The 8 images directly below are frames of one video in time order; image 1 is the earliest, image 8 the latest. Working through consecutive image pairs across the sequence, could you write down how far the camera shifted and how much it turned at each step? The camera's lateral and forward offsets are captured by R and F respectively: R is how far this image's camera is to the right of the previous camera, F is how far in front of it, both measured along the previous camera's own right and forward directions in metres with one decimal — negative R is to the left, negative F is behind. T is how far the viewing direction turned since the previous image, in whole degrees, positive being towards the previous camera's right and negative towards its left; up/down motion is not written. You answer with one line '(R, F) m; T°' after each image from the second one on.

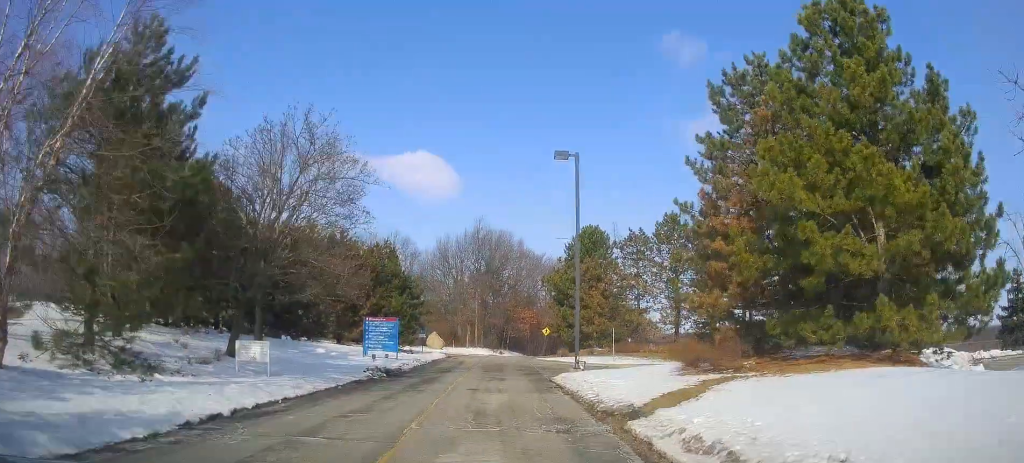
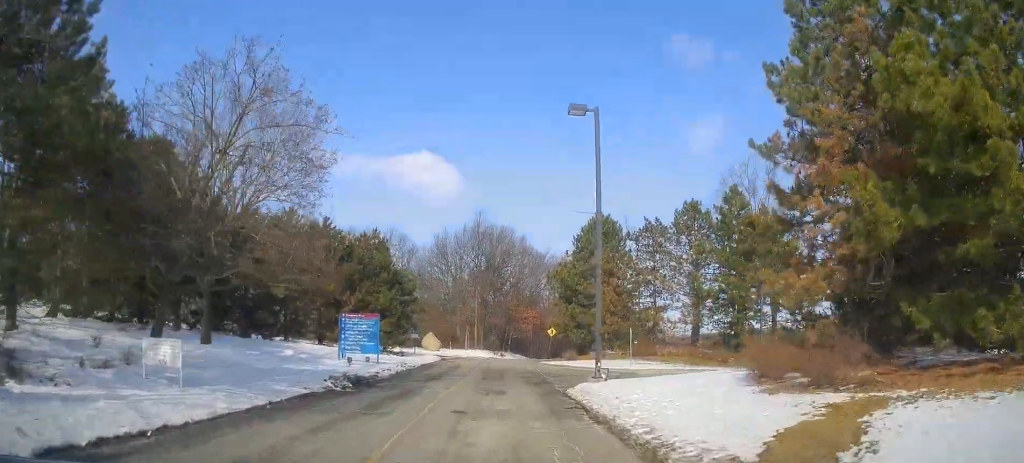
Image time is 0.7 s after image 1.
(+0.2, +5.4) m; +1°
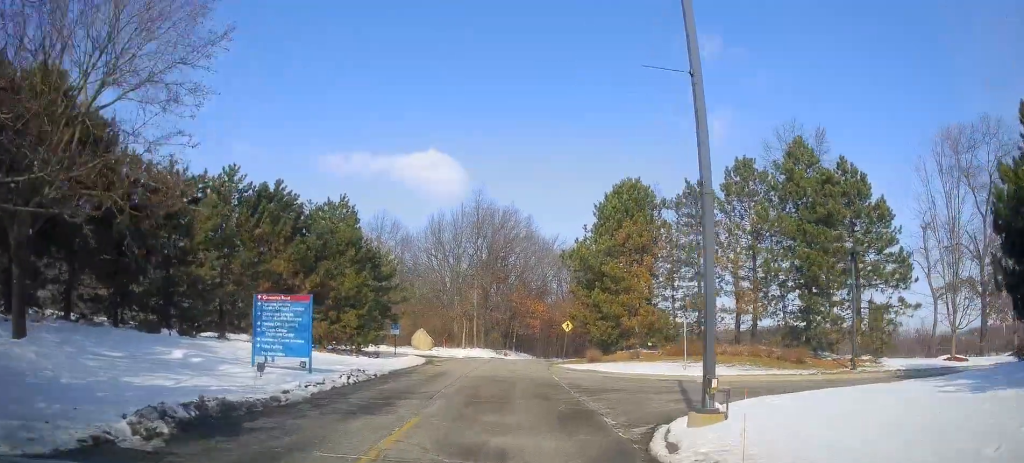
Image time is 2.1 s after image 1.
(-0.3, +11.8) m; -6°
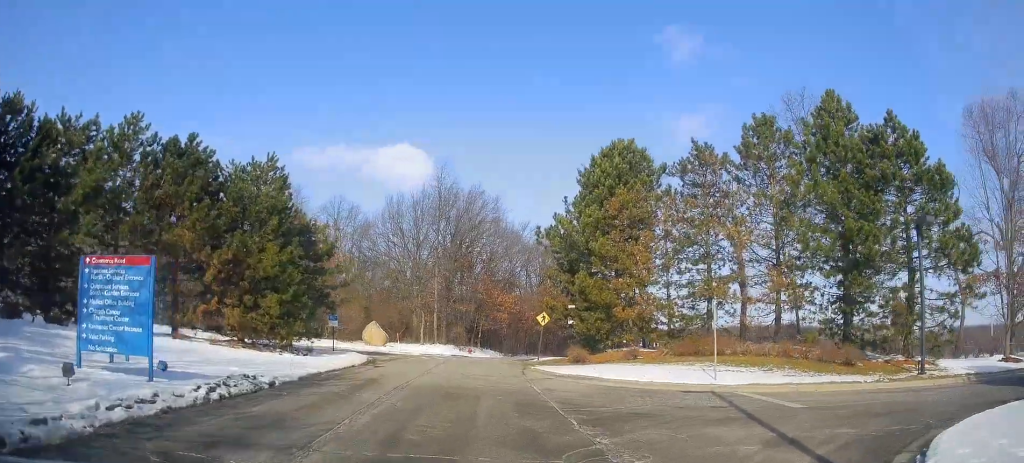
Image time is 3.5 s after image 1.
(-0.6, +10.0) m; +4°
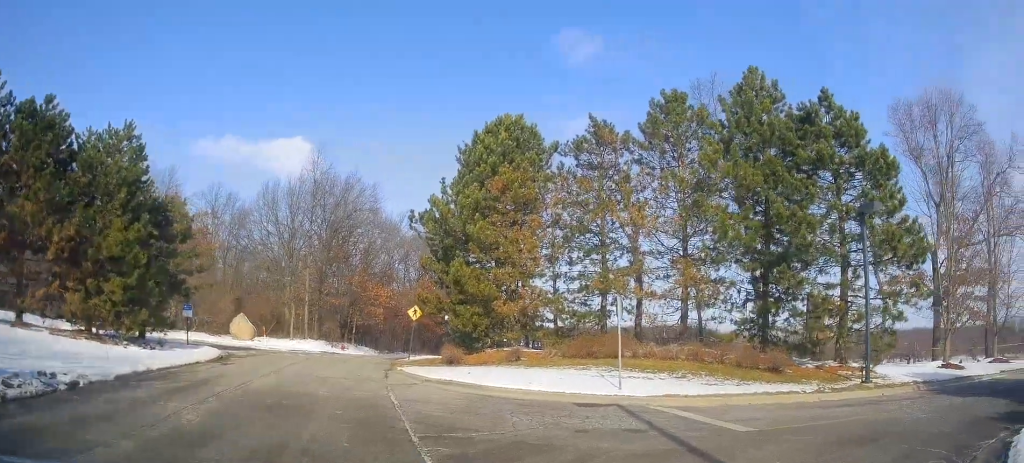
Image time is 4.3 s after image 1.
(+0.9, +5.0) m; +7°
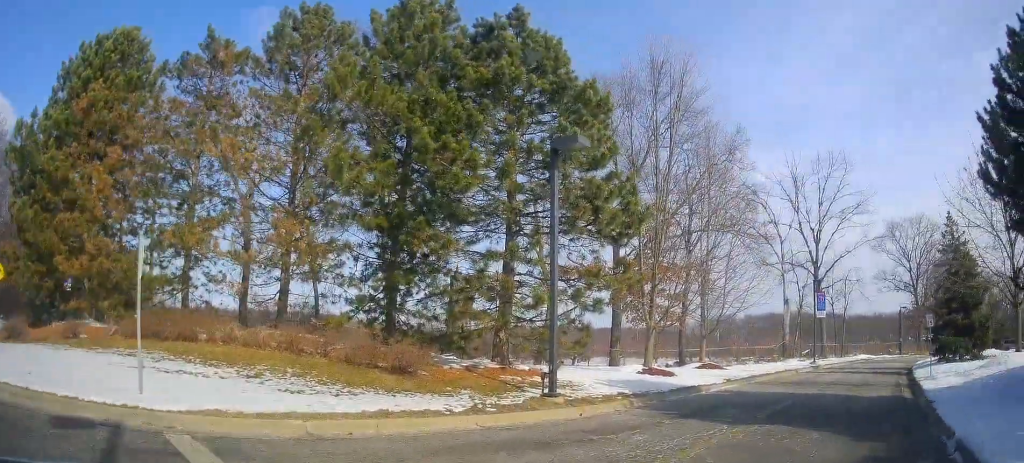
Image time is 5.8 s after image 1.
(+0.4, +7.7) m; +20°
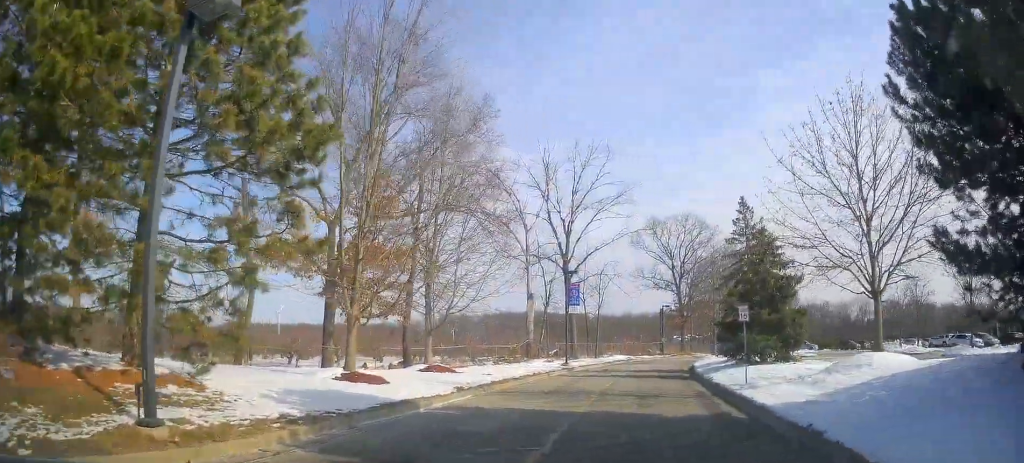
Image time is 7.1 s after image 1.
(+1.5, +4.6) m; +36°
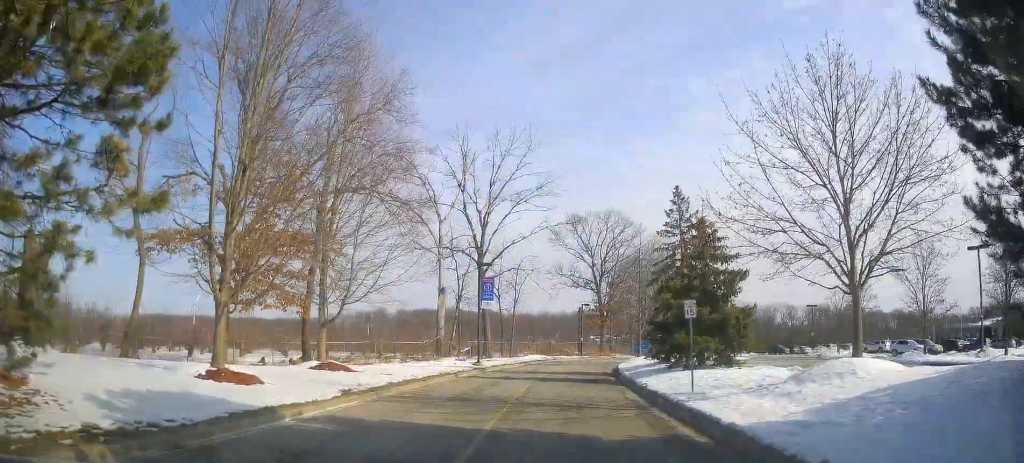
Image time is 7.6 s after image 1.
(+0.3, +2.4) m; +11°
